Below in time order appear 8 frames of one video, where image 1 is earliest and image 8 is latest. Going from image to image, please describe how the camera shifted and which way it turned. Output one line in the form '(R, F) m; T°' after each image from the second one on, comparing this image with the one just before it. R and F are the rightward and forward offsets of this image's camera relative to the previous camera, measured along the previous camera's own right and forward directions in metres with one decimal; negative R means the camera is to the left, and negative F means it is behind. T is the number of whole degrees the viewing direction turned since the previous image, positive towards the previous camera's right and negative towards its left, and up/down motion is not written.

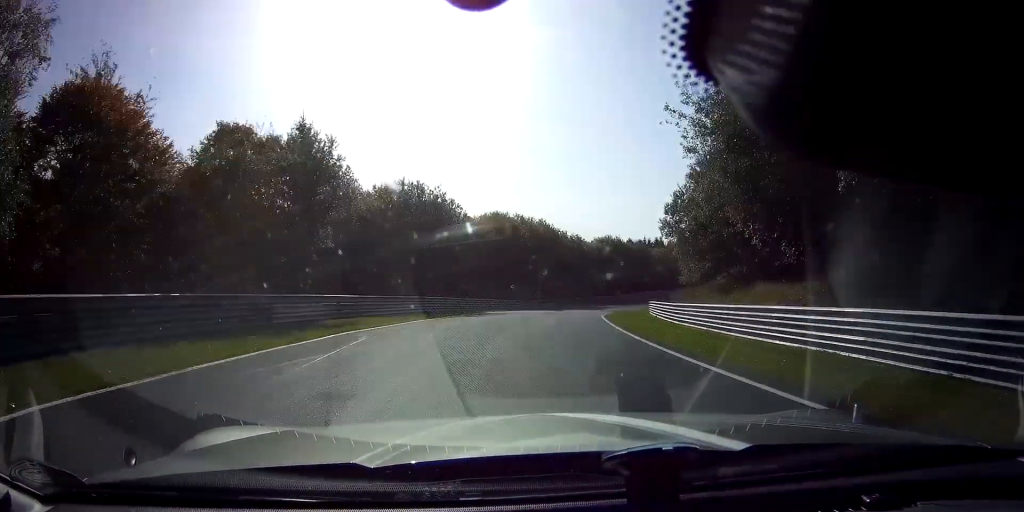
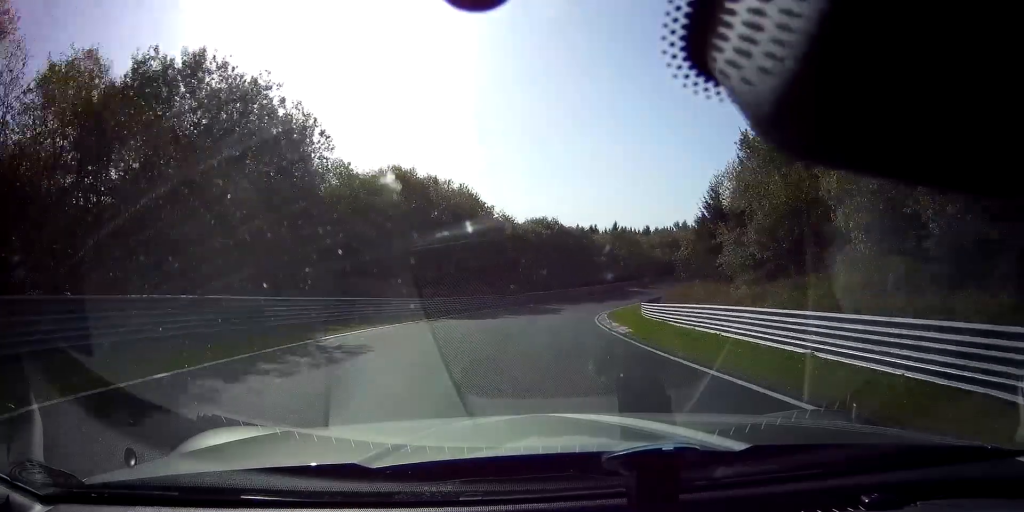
(+1.1, +22.6) m; +9°
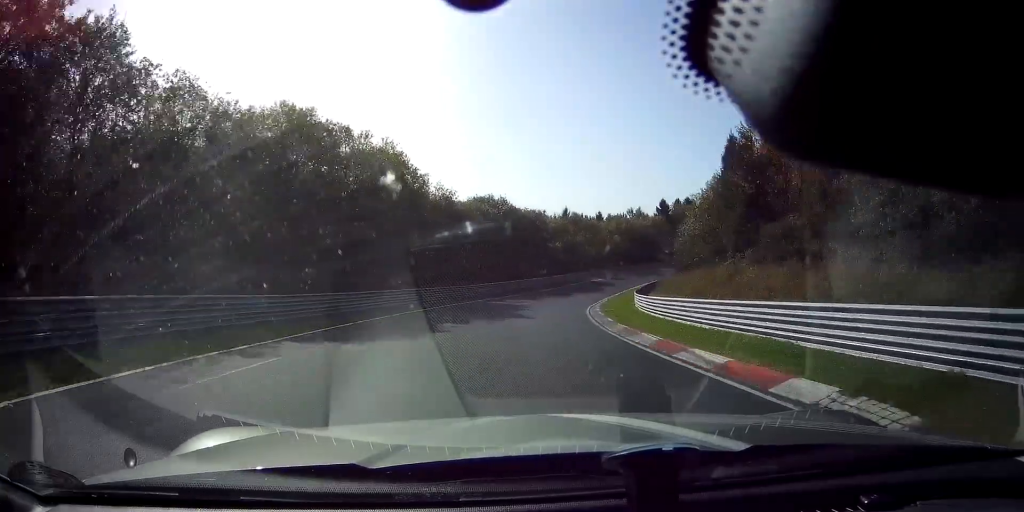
(+1.4, +14.9) m; +6°
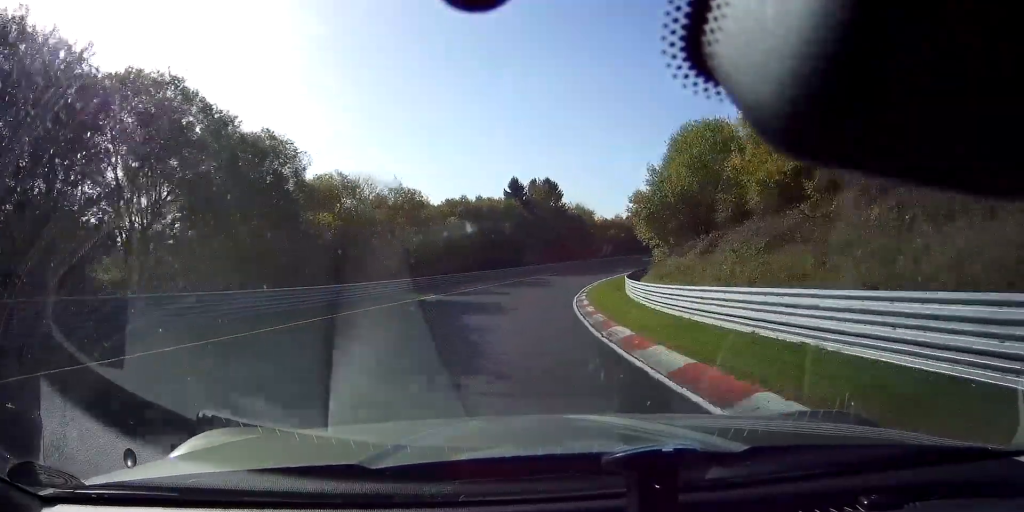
(+9.1, +52.8) m; +20°
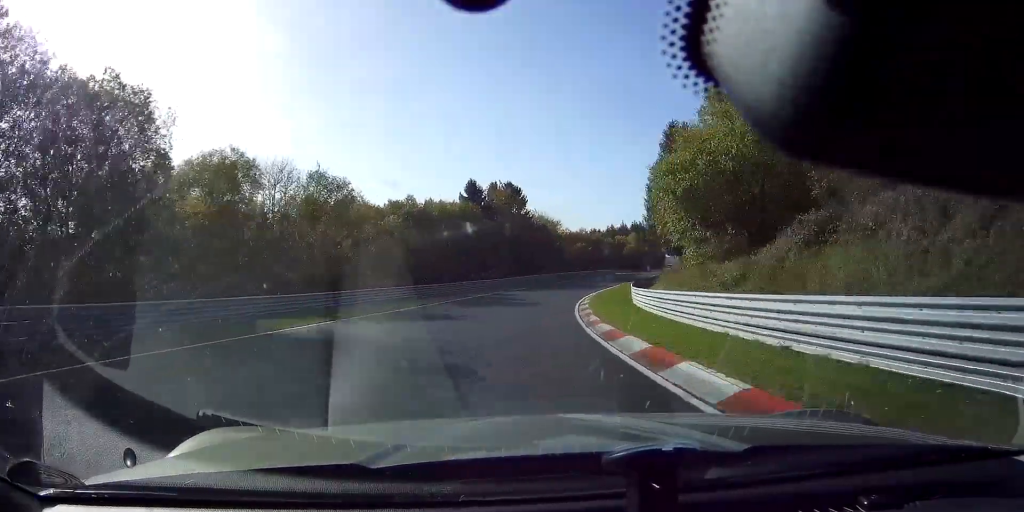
(+1.0, +13.9) m; +5°
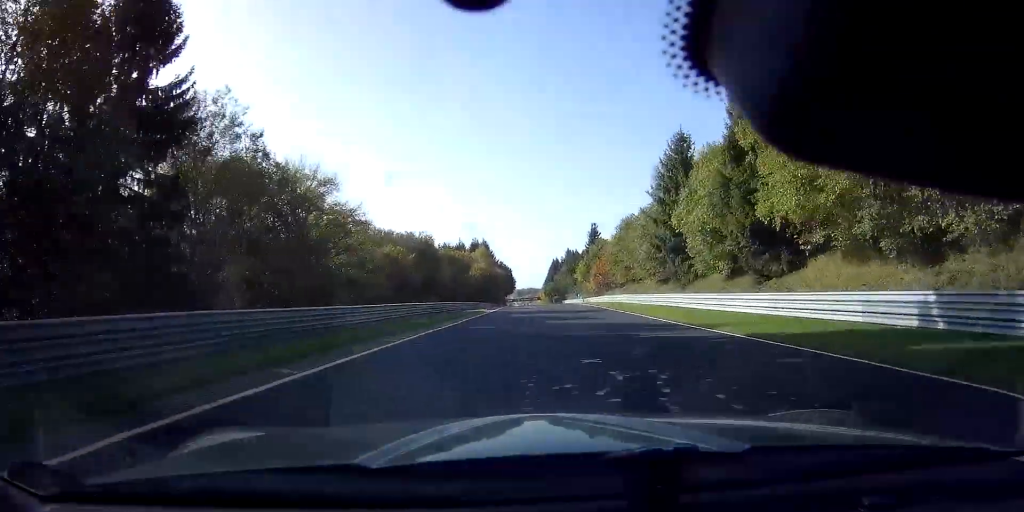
(+12.6, +72.3) m; +16°
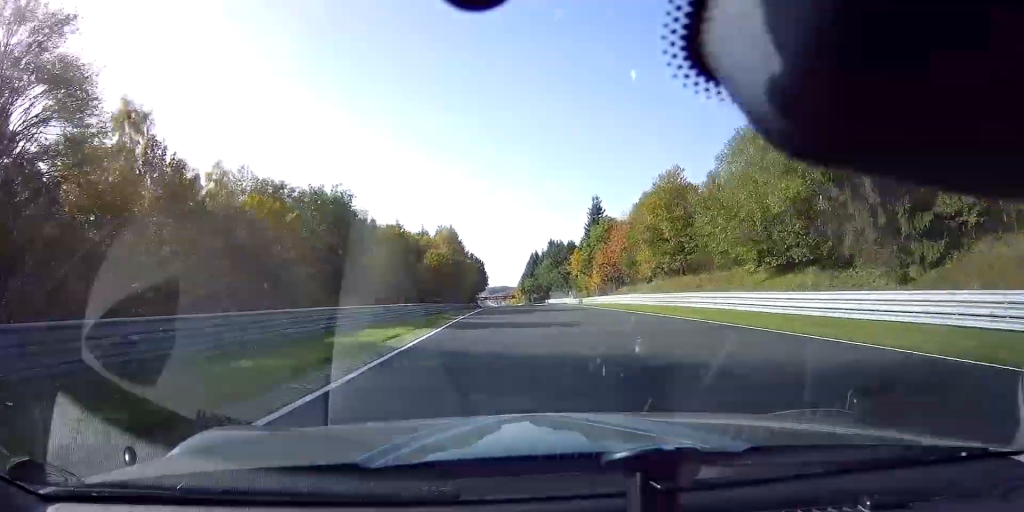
(+1.1, +32.5) m; +3°
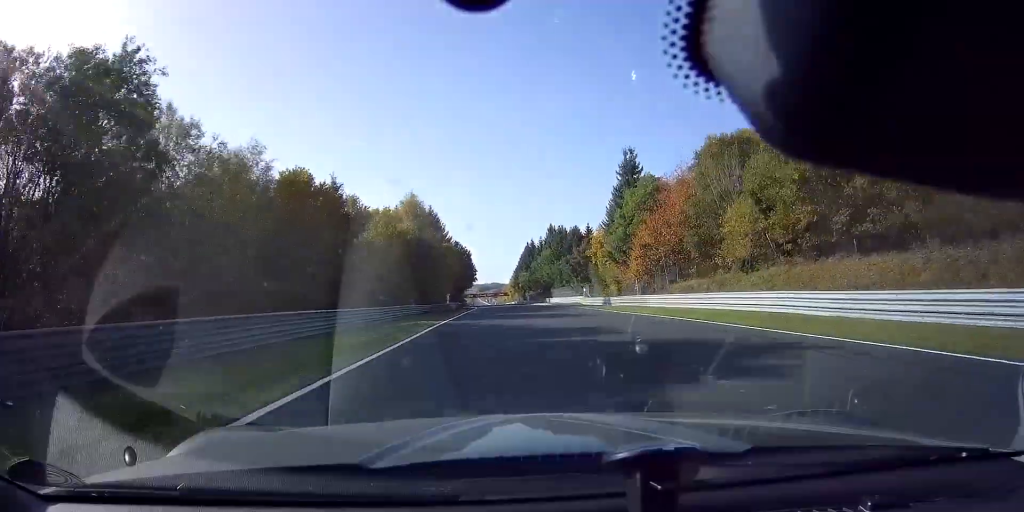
(+0.4, +29.4) m; +1°
